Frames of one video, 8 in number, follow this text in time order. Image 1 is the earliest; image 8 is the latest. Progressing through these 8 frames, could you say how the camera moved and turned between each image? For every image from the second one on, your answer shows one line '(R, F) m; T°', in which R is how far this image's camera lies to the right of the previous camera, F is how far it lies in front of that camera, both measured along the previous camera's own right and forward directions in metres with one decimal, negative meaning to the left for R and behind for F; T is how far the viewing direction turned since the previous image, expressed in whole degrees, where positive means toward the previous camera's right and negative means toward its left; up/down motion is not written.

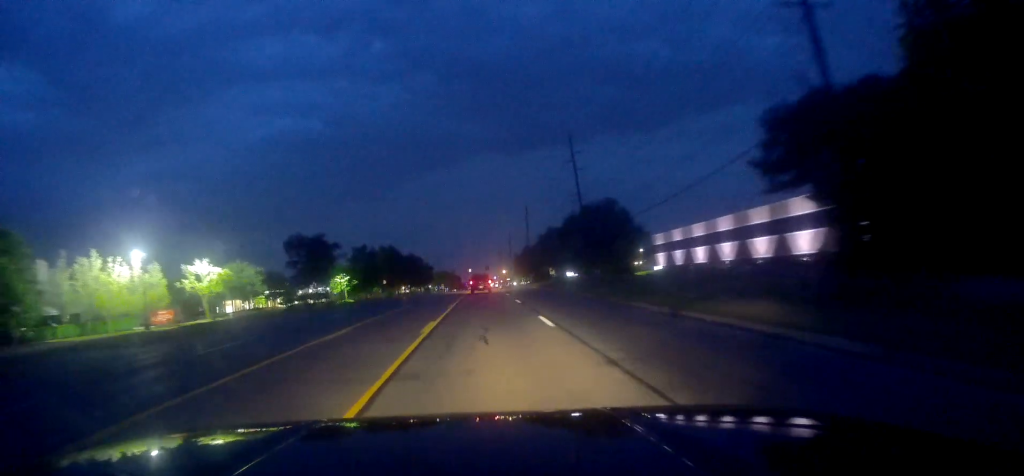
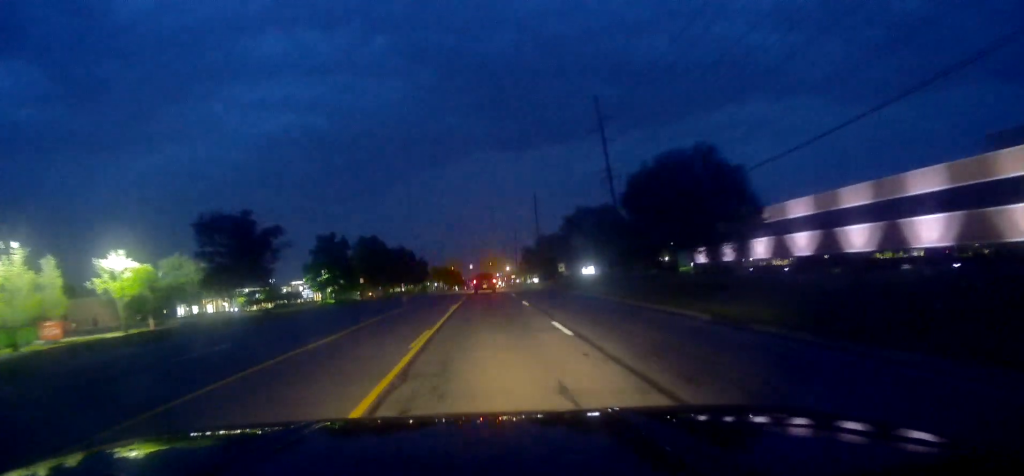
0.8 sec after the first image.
(+0.1, +18.2) m; -2°
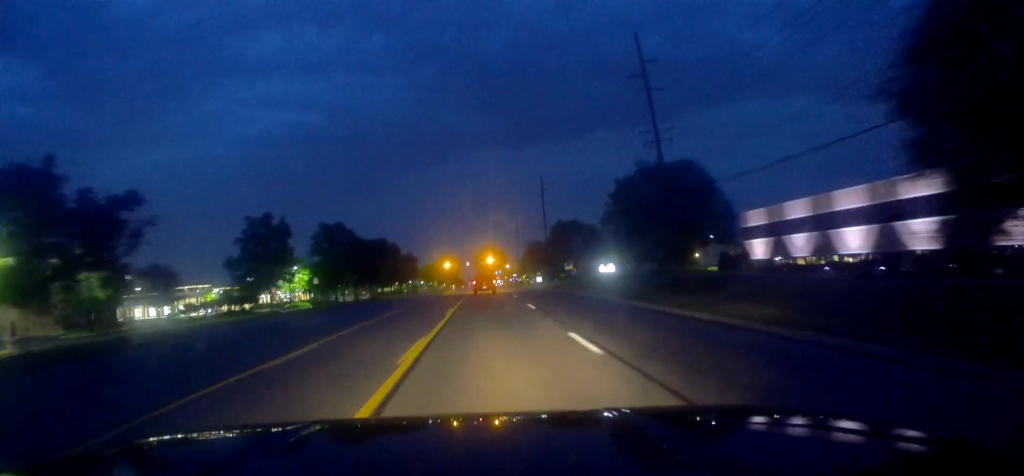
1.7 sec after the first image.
(-0.7, +19.4) m; -1°
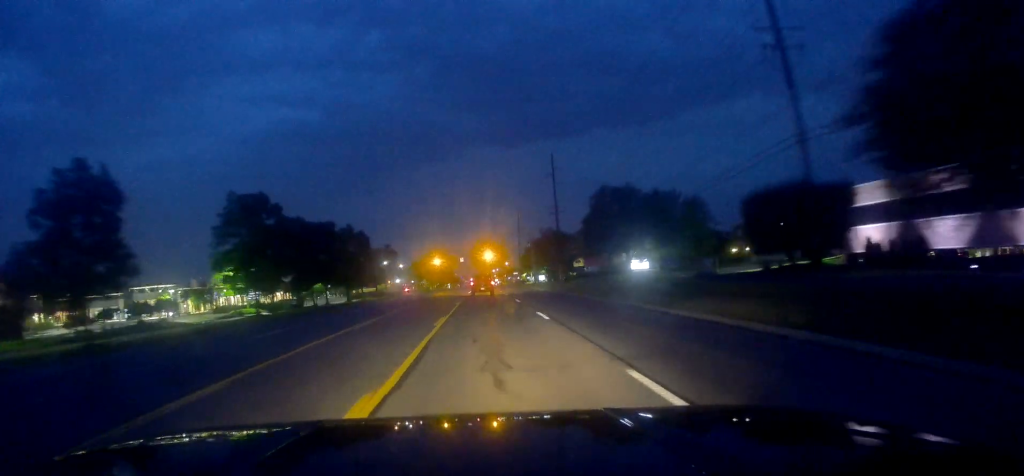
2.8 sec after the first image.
(+0.2, +21.9) m; +2°
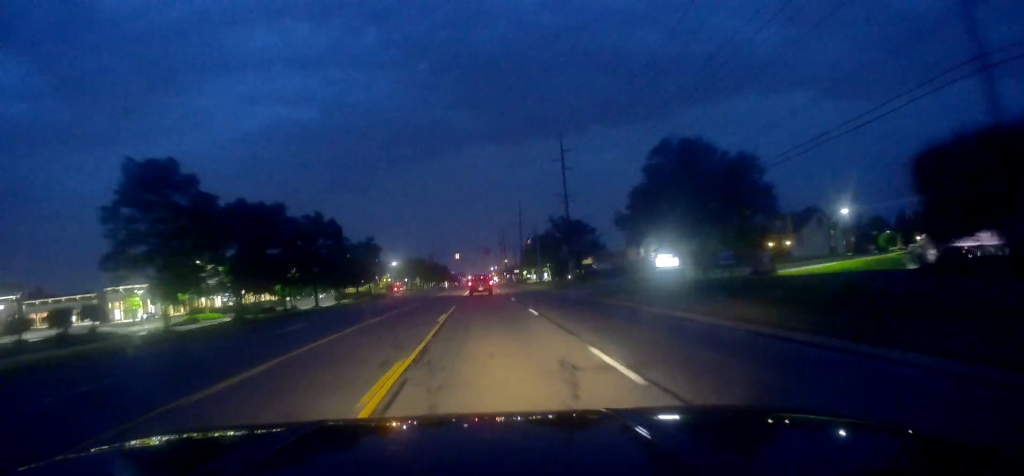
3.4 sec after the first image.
(+0.2, +12.5) m; 0°
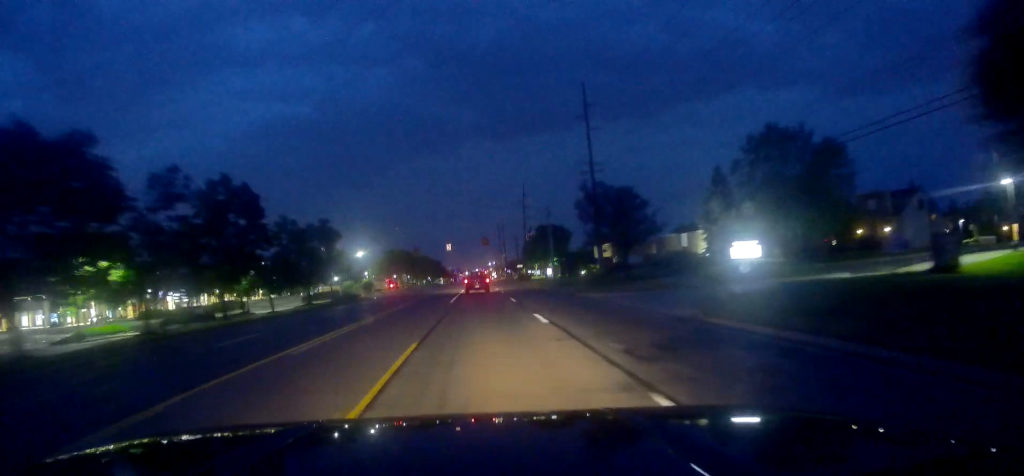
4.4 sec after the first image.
(-0.2, +20.7) m; -1°
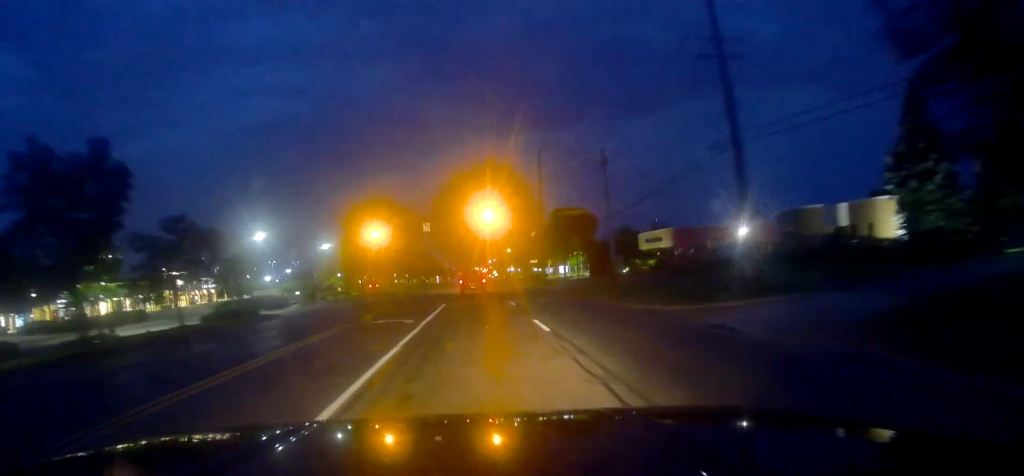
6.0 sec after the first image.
(+0.5, +33.7) m; +2°
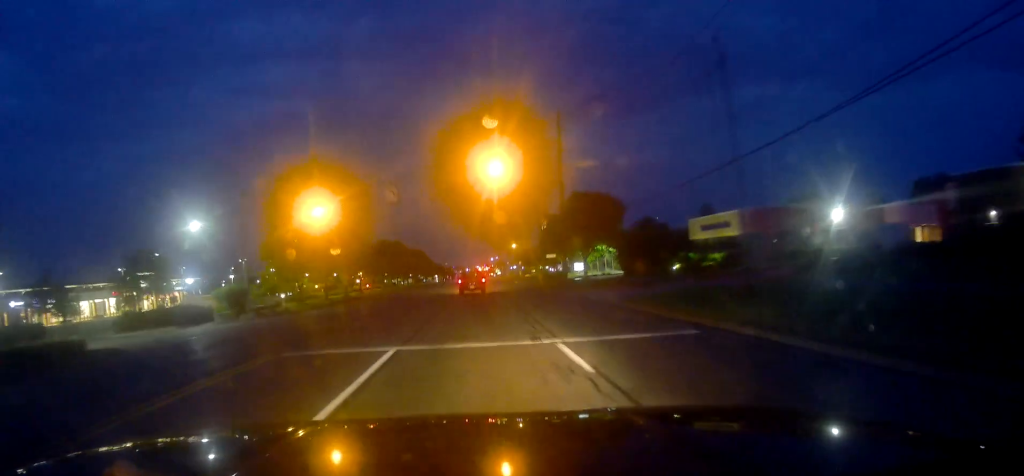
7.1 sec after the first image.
(-0.2, +20.4) m; -2°
